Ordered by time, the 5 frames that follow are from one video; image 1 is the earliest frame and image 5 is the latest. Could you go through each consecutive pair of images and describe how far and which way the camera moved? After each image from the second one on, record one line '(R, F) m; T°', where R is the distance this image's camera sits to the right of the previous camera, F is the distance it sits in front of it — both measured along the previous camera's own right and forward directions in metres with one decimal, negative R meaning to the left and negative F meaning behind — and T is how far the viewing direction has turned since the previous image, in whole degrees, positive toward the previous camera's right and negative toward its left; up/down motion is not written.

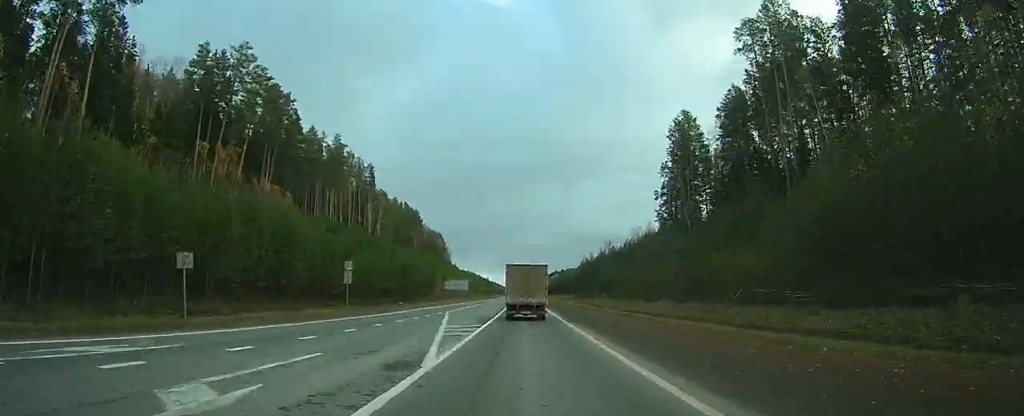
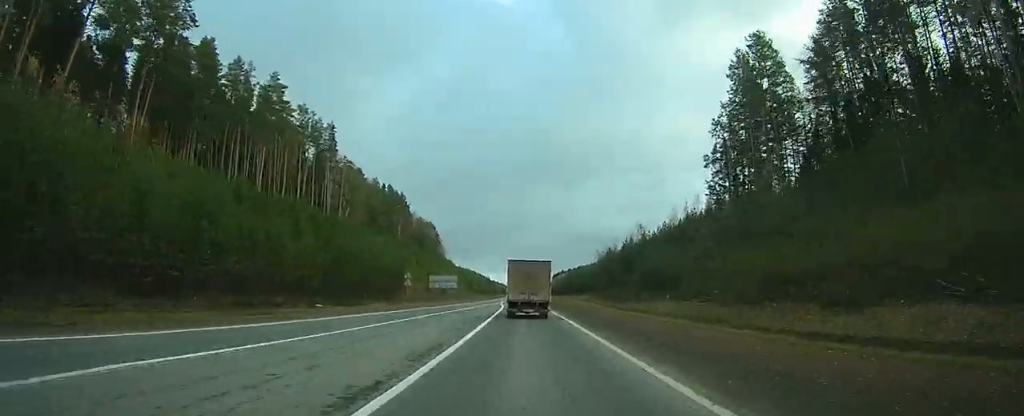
(0.0, +36.0) m; 0°
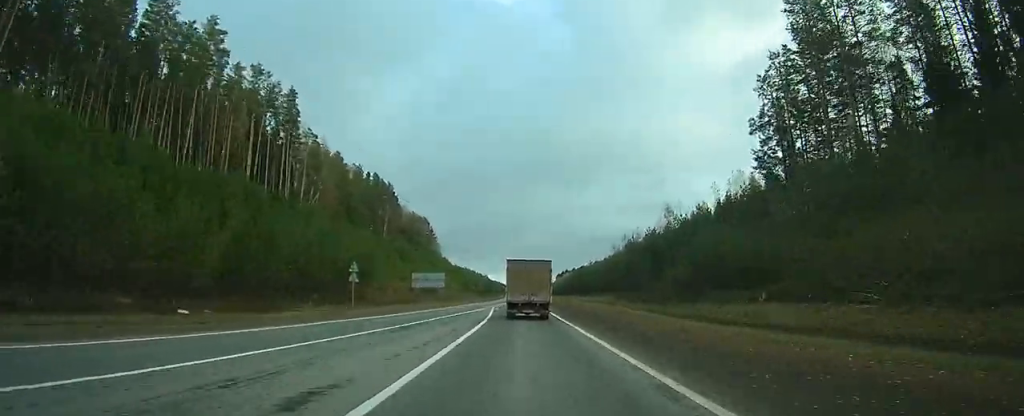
(+0.1, +21.4) m; 0°
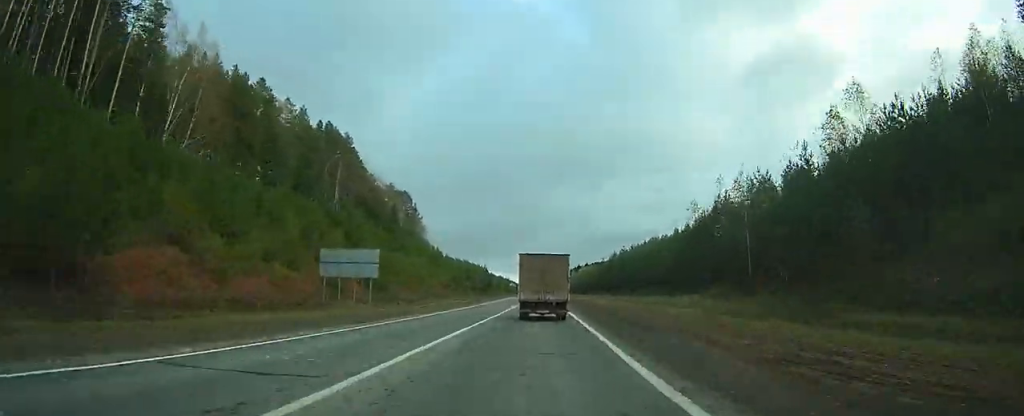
(-0.3, +49.6) m; -1°
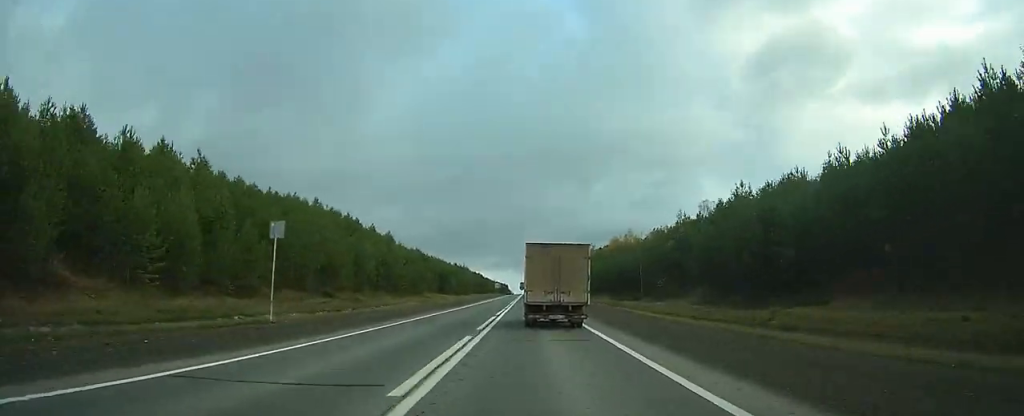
(+1.6, +177.8) m; +1°
